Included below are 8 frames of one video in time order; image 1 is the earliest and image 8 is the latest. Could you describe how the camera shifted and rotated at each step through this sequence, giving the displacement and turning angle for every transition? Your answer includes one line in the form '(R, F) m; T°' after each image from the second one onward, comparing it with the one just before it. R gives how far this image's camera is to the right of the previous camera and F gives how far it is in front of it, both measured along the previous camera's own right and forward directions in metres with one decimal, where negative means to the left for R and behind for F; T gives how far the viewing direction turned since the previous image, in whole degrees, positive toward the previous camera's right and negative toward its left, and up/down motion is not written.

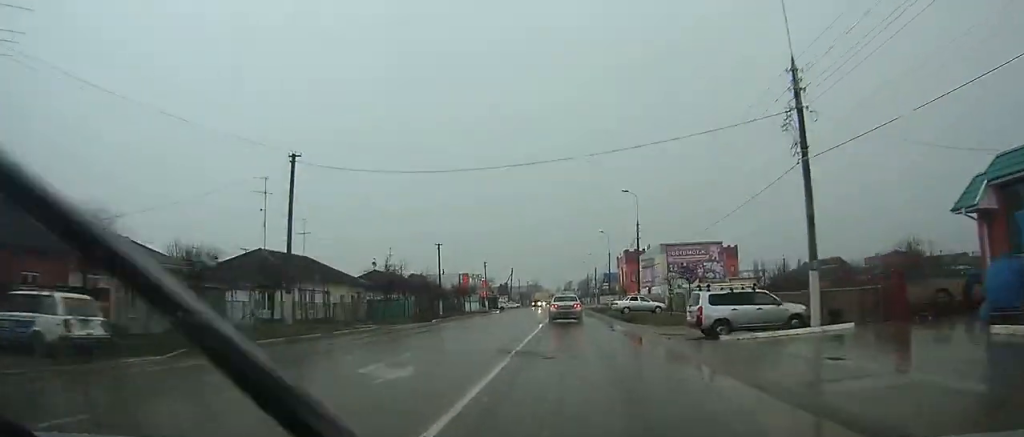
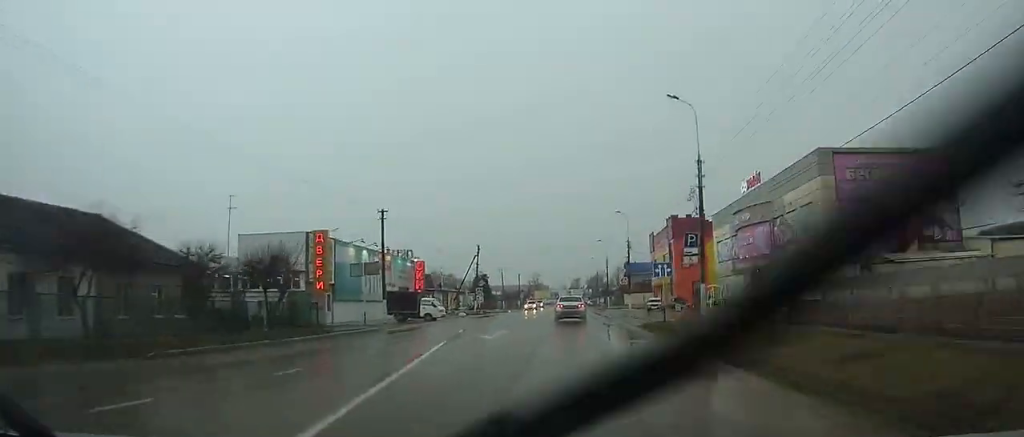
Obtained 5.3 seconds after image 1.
(-0.2, +59.0) m; 0°
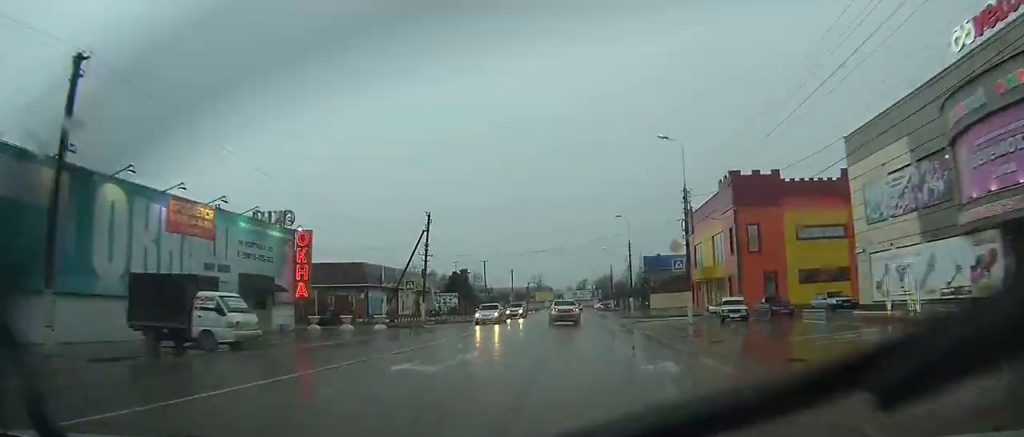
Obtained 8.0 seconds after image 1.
(+0.1, +30.4) m; 0°
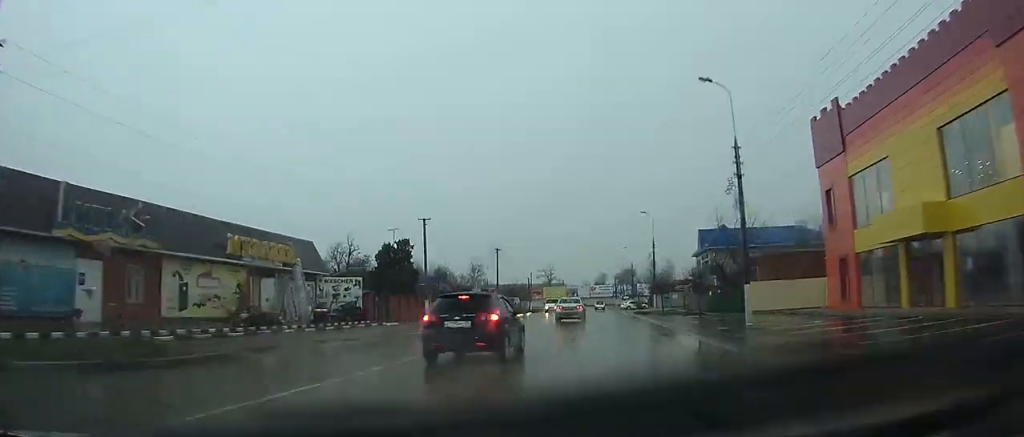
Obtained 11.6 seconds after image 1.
(-0.4, +40.3) m; -1°
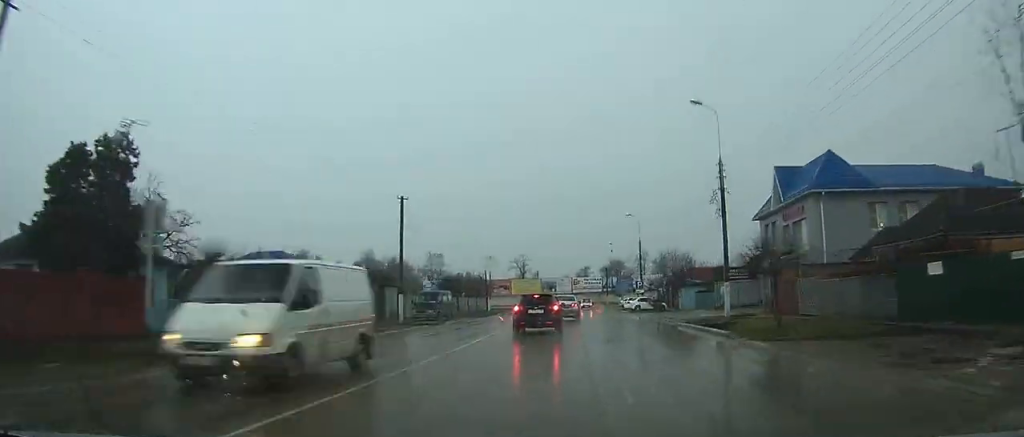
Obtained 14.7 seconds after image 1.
(0.0, +33.1) m; 0°
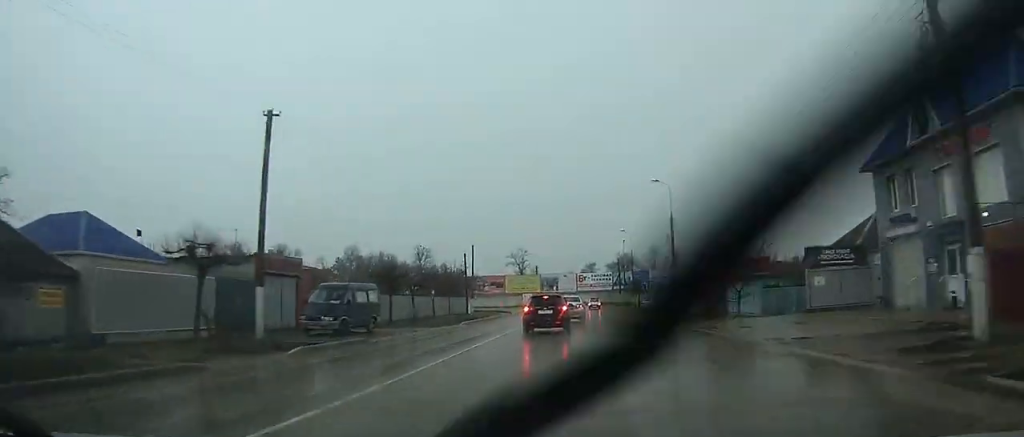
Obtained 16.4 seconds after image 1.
(+0.1, +17.1) m; 0°
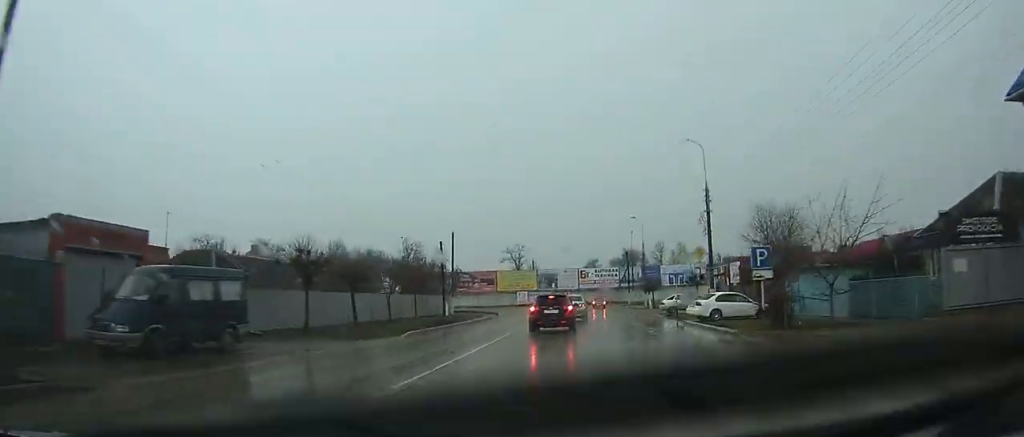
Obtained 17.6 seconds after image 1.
(0.0, +11.1) m; 0°
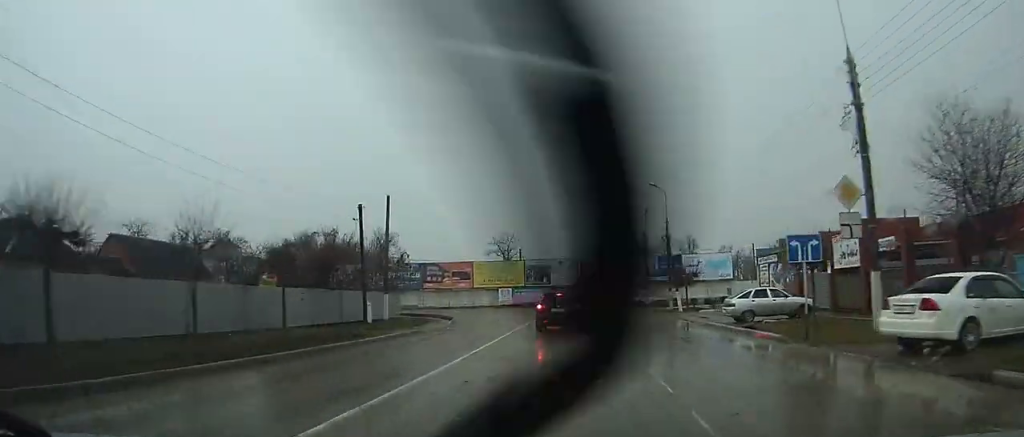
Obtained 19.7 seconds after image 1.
(+0.1, +18.5) m; 0°
